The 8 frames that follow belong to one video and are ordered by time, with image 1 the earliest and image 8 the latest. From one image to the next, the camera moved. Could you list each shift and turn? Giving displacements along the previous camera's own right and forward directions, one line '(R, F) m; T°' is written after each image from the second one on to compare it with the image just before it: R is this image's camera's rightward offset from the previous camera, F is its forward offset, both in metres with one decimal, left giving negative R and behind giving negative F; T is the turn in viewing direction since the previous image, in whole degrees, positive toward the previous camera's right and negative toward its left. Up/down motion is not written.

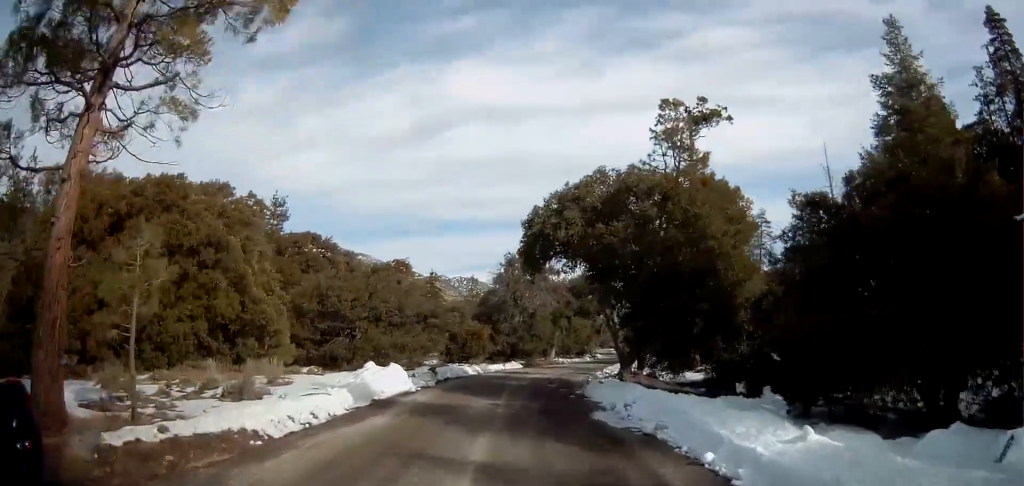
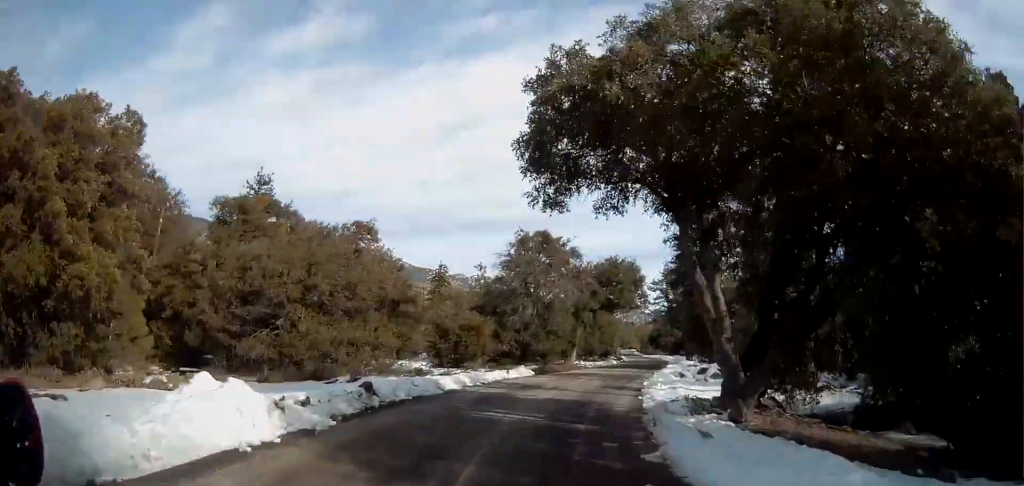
(-0.7, +13.1) m; -3°
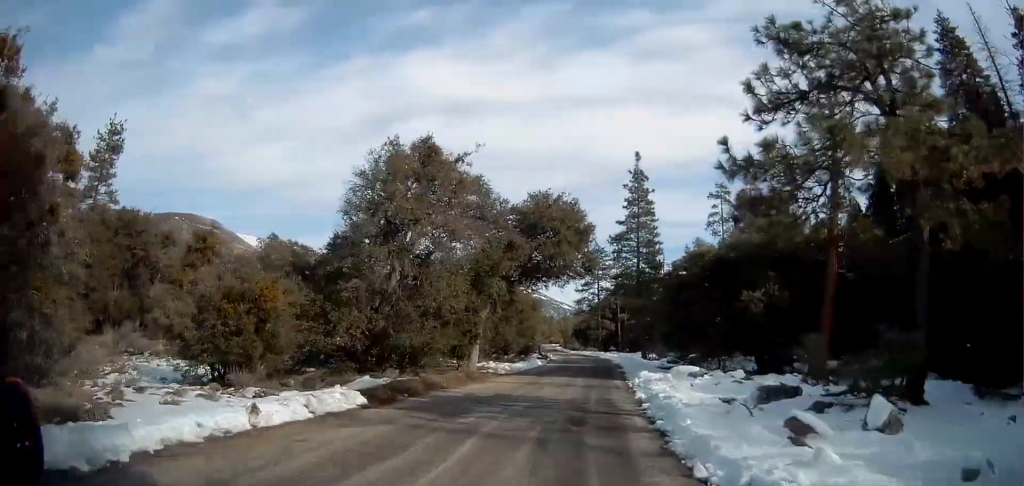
(+1.5, +22.4) m; +8°
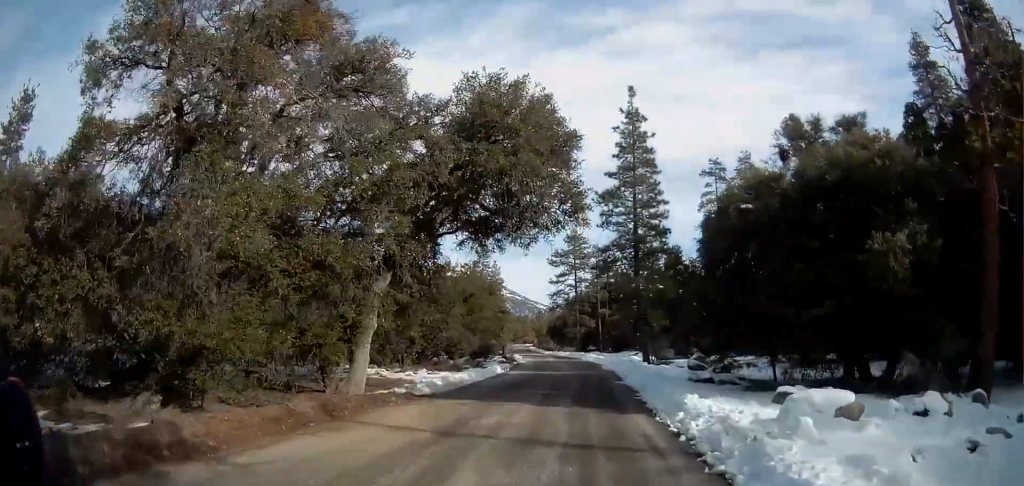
(+0.6, +15.2) m; +2°
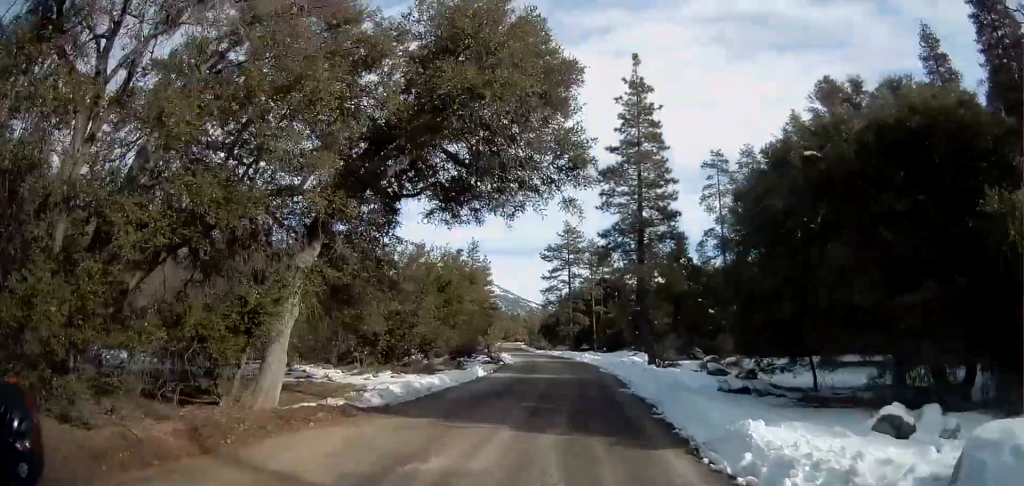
(0.0, +5.2) m; 0°
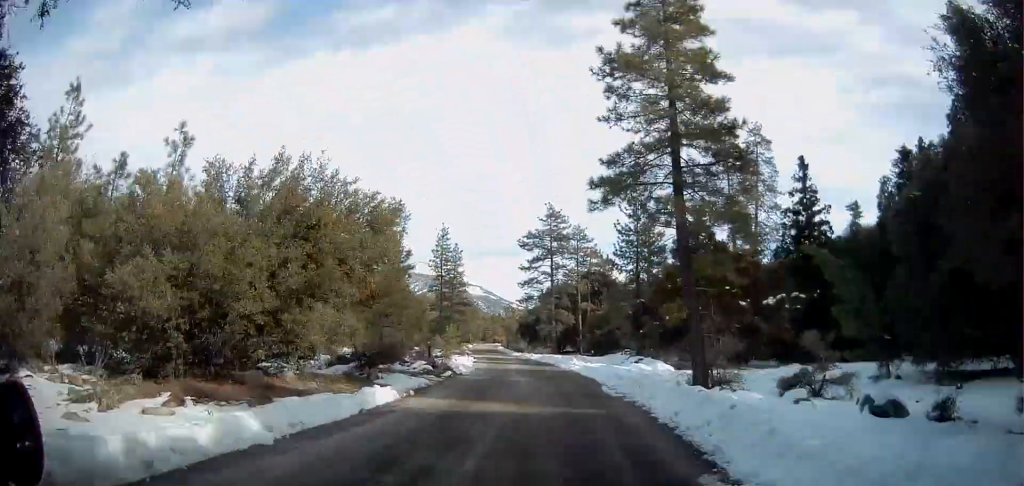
(+0.2, +14.6) m; +1°
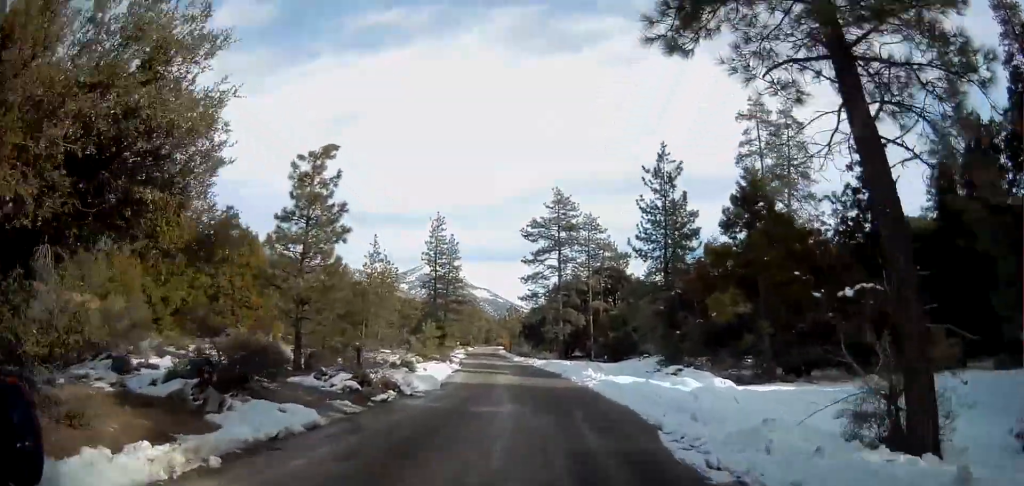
(0.0, +11.6) m; 0°
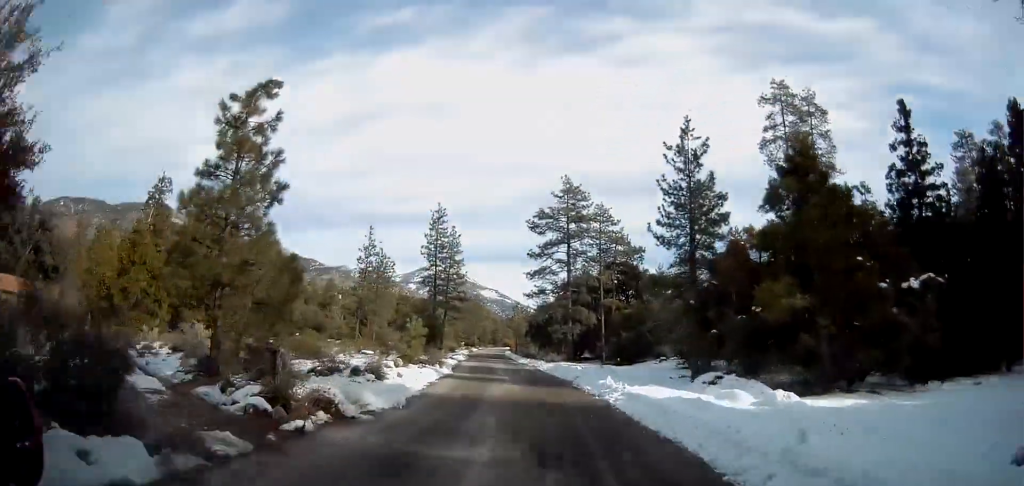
(0.0, +6.3) m; 0°
